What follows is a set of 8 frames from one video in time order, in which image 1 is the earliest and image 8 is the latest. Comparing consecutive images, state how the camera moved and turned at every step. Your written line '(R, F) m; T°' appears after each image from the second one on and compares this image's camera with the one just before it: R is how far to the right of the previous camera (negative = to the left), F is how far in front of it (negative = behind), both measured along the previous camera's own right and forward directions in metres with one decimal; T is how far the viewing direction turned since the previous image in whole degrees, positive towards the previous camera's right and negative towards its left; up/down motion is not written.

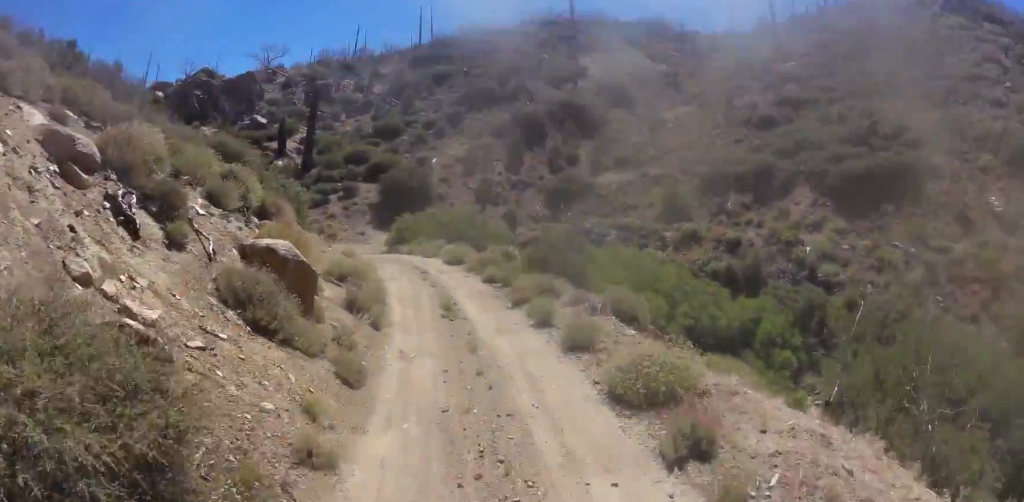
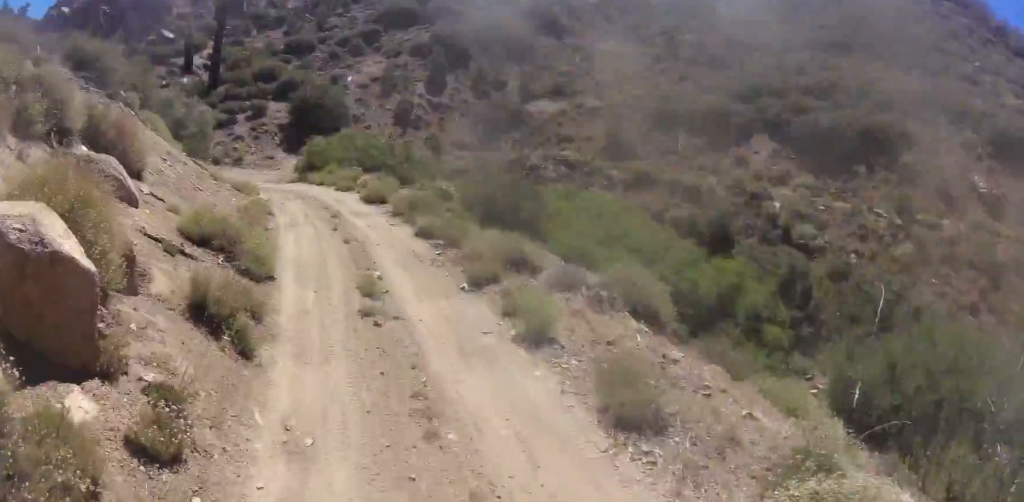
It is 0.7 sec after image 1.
(0.0, +4.8) m; 0°
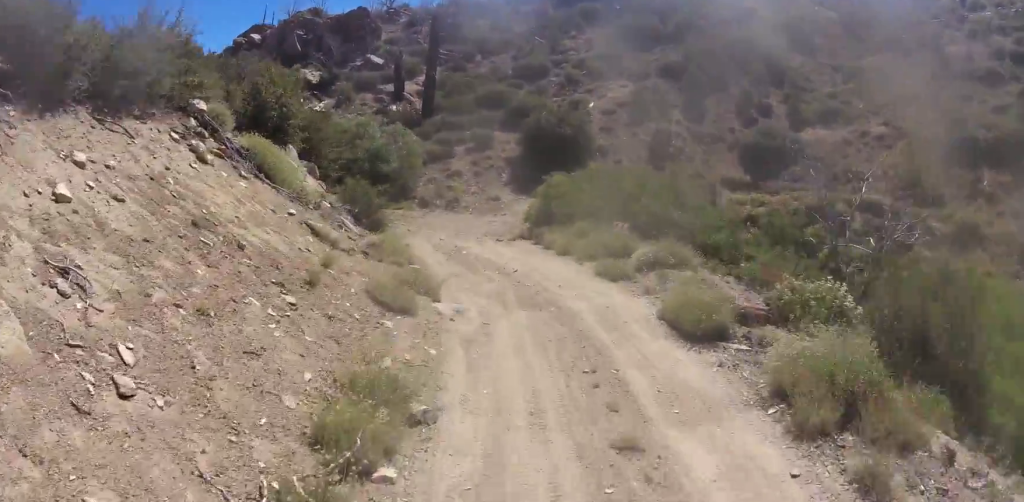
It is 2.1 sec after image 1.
(0.0, +10.0) m; -1°
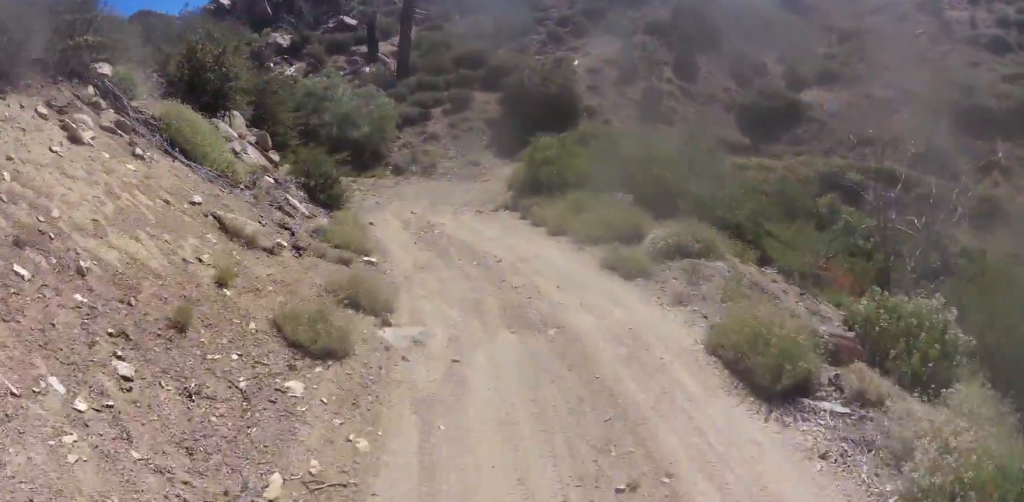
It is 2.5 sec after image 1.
(0.0, +2.5) m; -6°
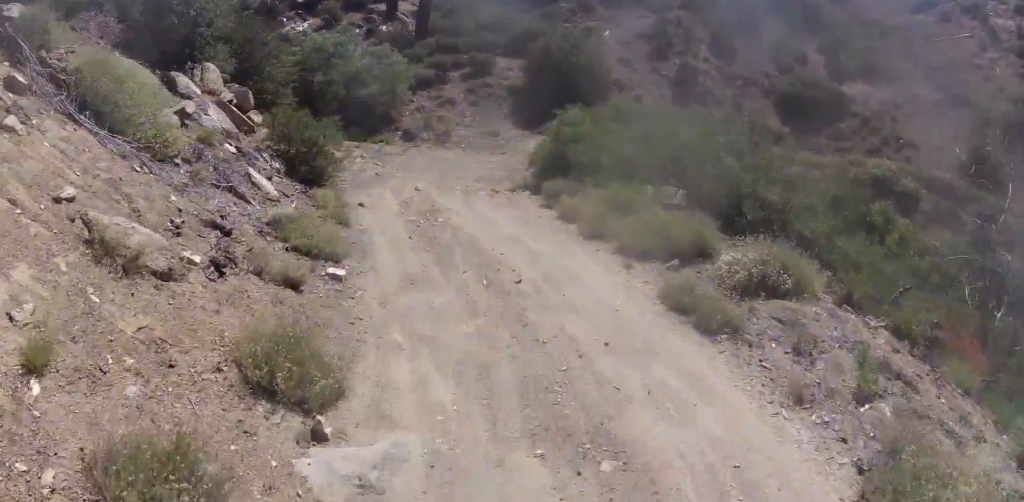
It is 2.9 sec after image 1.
(+0.3, +2.7) m; -7°
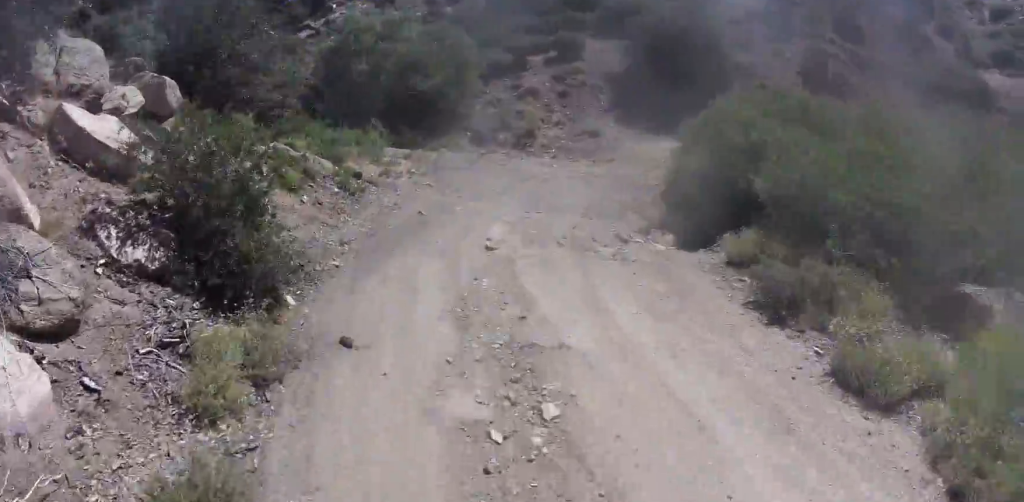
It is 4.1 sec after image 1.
(-1.5, +6.4) m; -1°
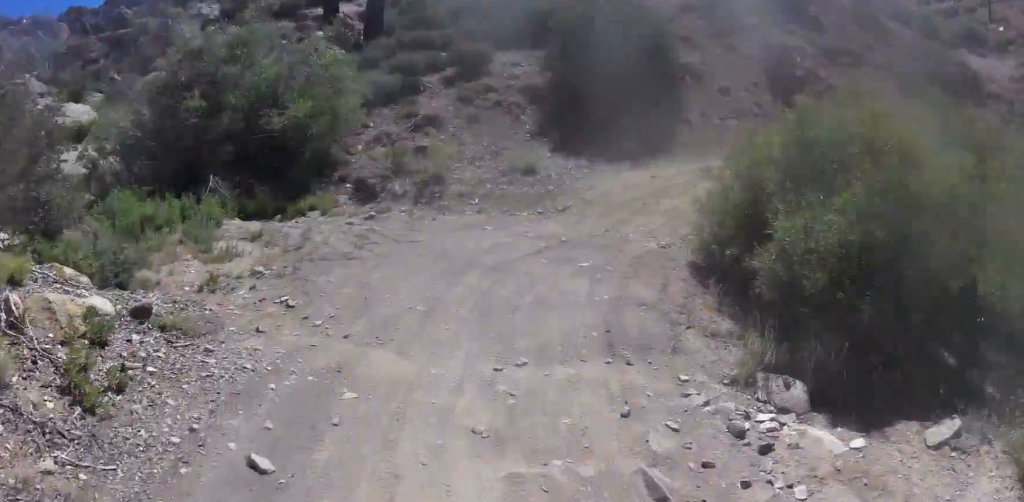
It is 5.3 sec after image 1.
(+1.6, +6.1) m; +19°
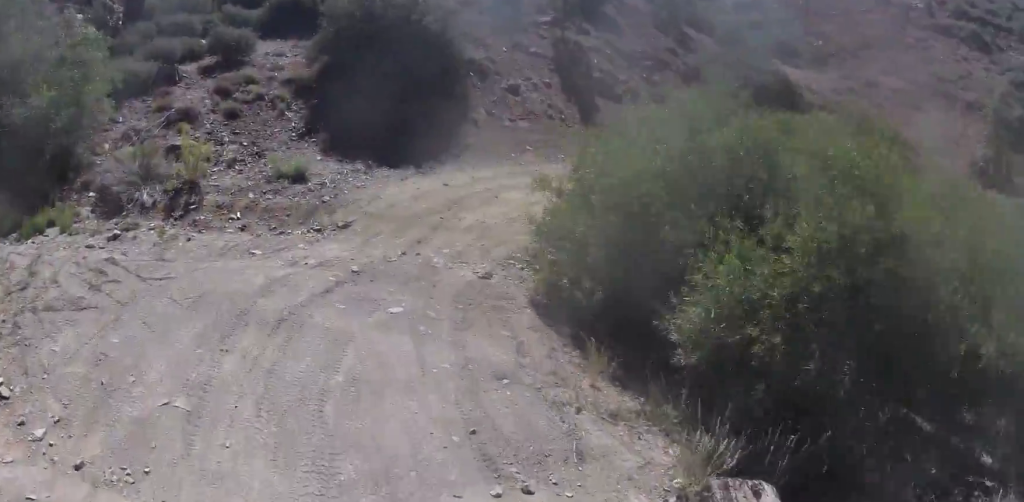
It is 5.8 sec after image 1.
(-0.2, +2.5) m; +8°
